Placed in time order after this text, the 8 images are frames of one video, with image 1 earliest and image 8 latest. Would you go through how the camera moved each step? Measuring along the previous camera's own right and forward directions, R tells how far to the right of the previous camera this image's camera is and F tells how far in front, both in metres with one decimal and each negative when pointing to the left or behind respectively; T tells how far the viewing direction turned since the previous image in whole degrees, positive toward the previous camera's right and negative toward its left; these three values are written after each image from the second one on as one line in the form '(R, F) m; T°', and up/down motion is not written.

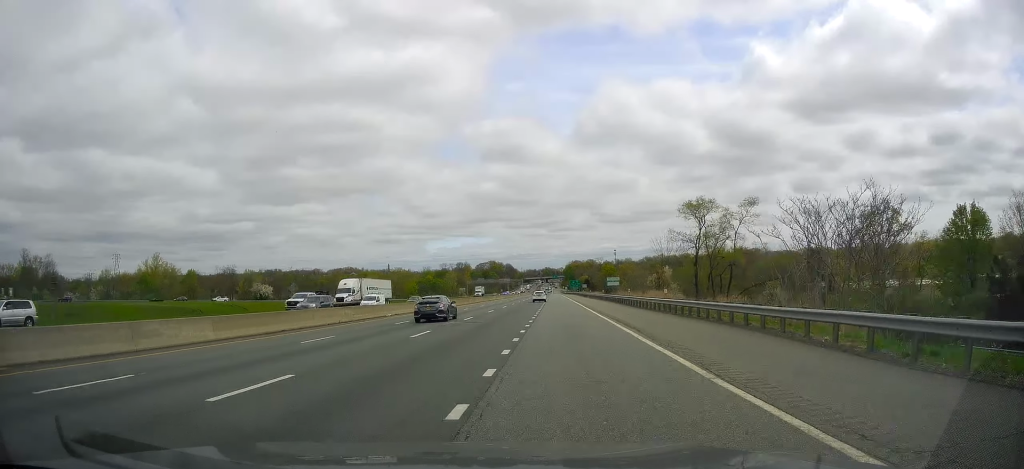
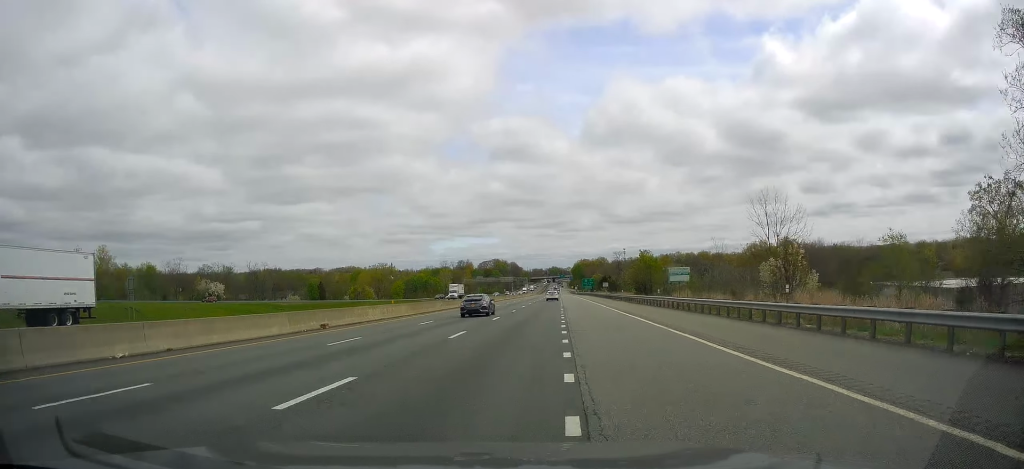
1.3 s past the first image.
(+0.3, +36.3) m; +1°
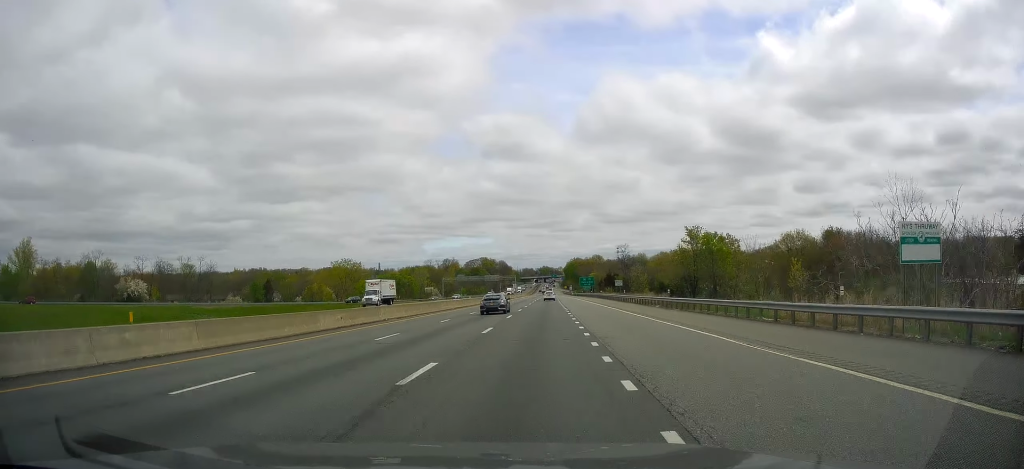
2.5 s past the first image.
(-0.2, +33.0) m; 0°
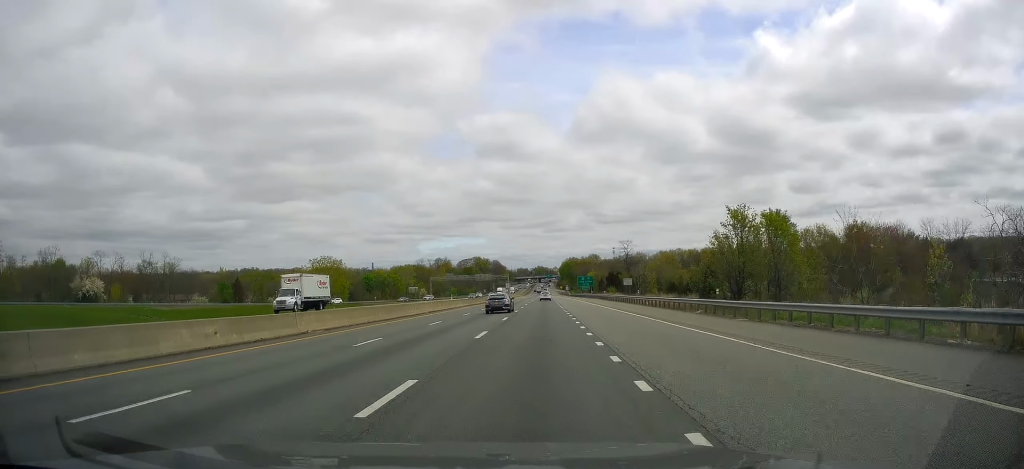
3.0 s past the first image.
(-0.2, +14.5) m; 0°
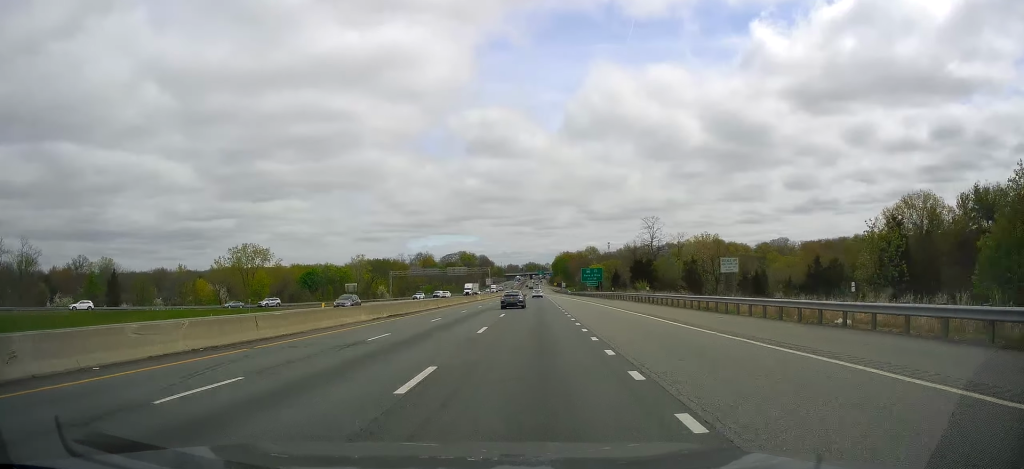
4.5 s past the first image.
(+0.9, +45.7) m; +1°
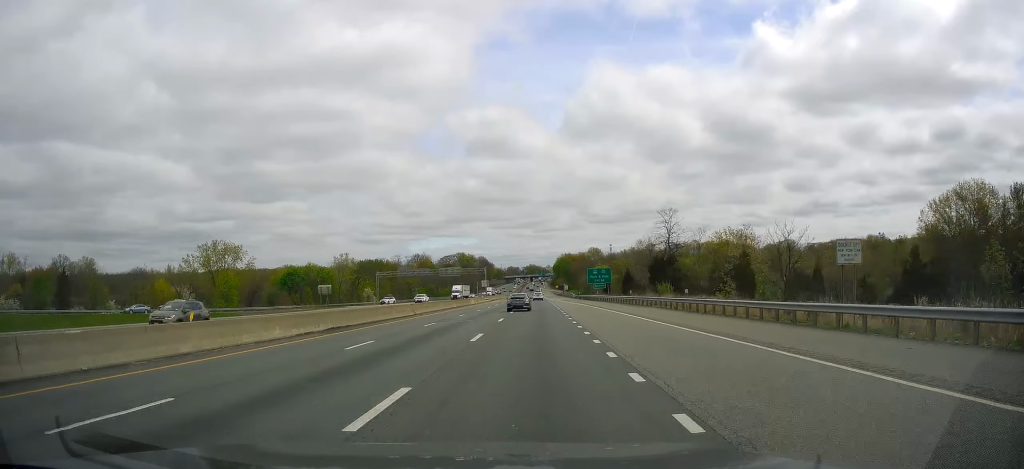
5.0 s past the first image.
(0.0, +14.2) m; 0°
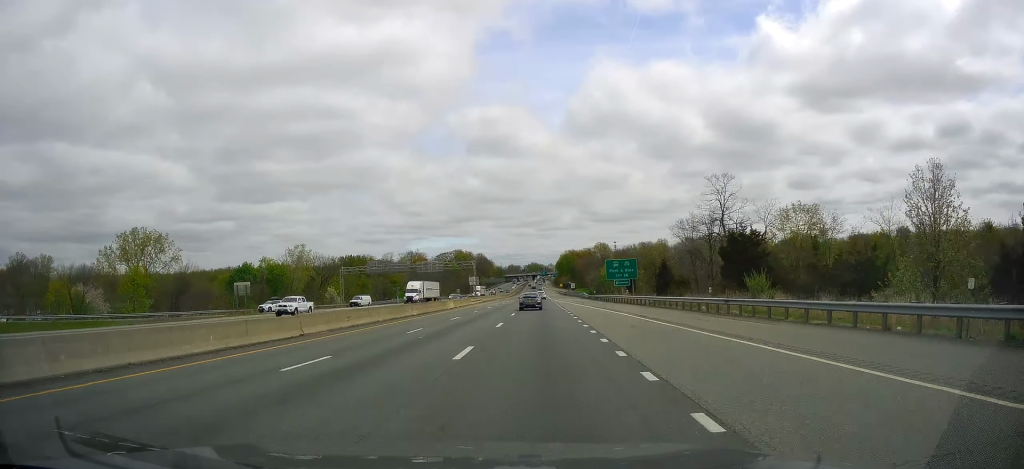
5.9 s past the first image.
(-0.2, +28.9) m; 0°
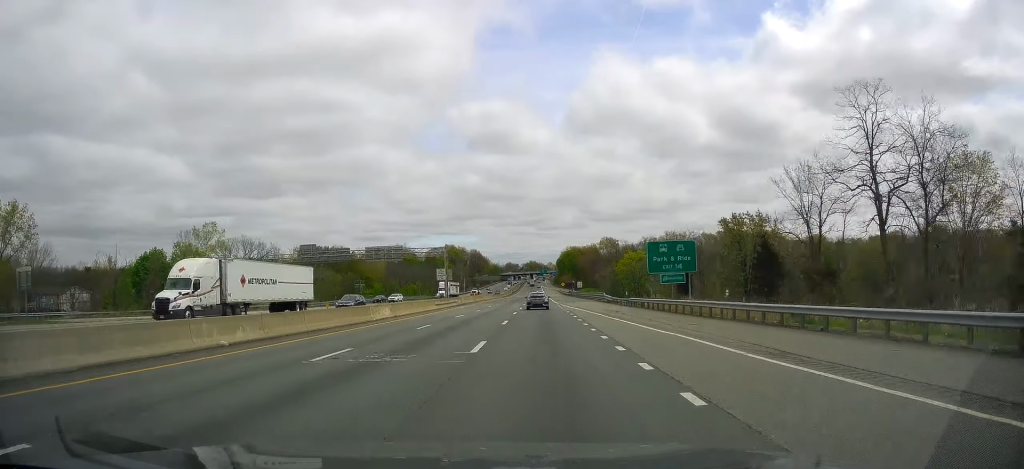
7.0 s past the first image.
(+0.2, +34.9) m; 0°
